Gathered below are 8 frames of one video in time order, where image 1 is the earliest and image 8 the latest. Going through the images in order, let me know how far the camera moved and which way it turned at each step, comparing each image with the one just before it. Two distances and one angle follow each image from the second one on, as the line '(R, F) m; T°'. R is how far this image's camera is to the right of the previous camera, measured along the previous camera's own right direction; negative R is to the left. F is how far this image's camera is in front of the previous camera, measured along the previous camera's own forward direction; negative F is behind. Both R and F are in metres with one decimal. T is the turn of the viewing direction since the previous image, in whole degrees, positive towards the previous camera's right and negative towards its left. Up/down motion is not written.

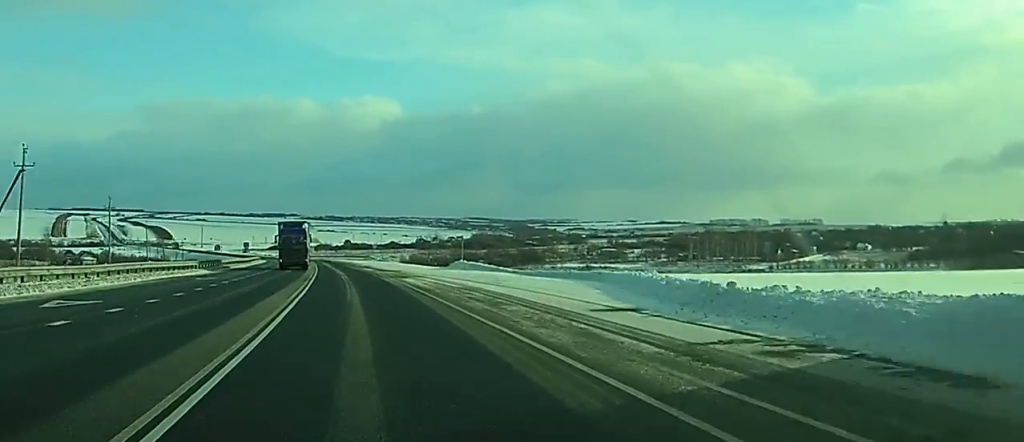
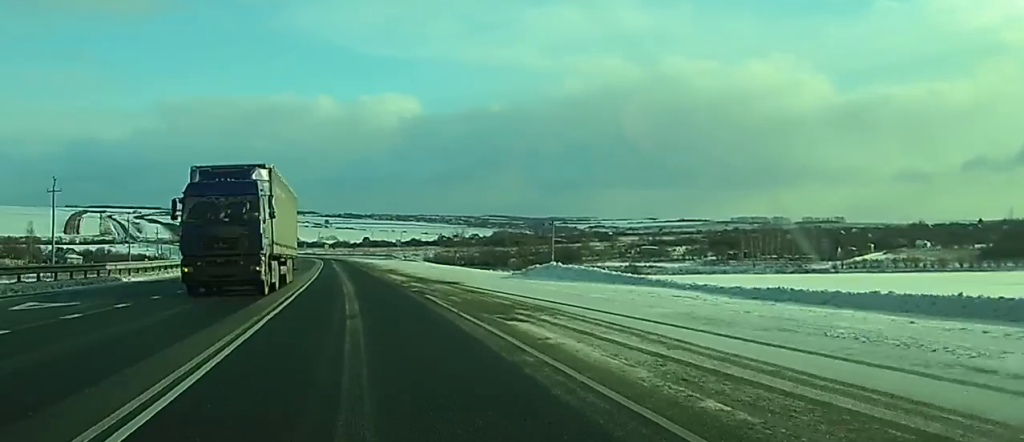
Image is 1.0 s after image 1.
(-0.3, +26.7) m; -1°
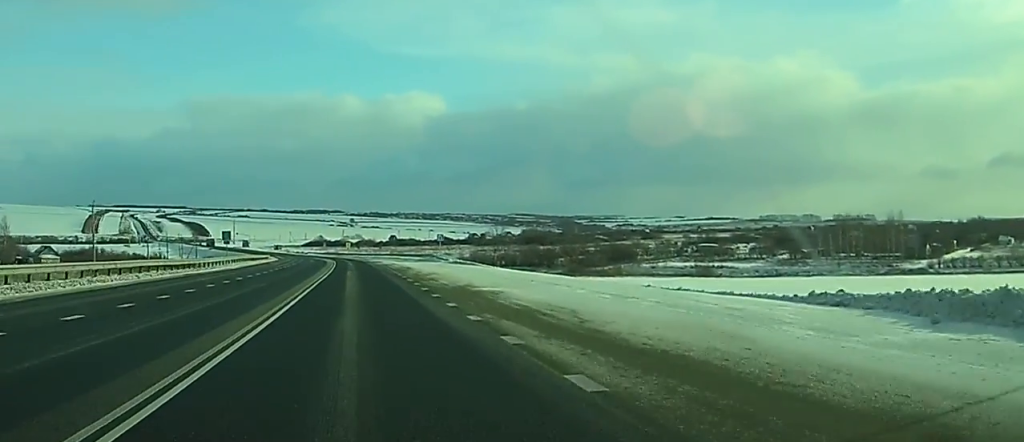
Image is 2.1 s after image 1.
(-0.3, +32.1) m; -1°
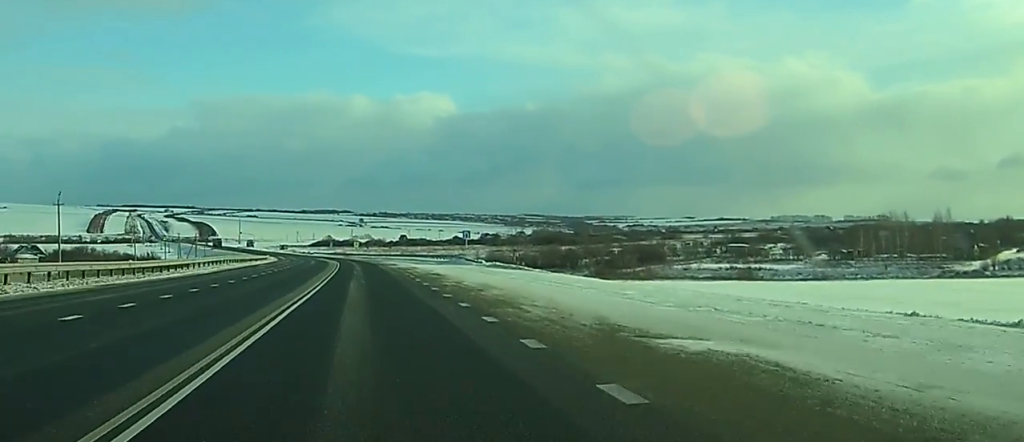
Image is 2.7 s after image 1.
(0.0, +16.5) m; -1°
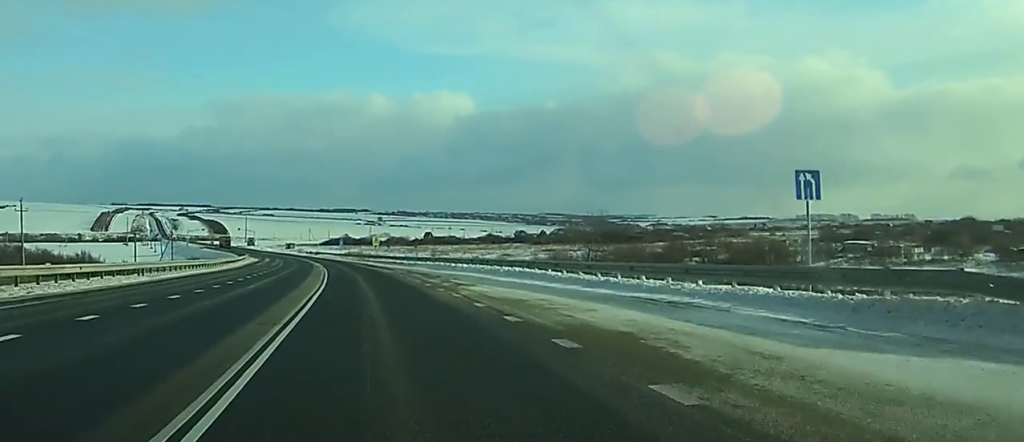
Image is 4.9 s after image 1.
(-1.2, +59.0) m; -2°
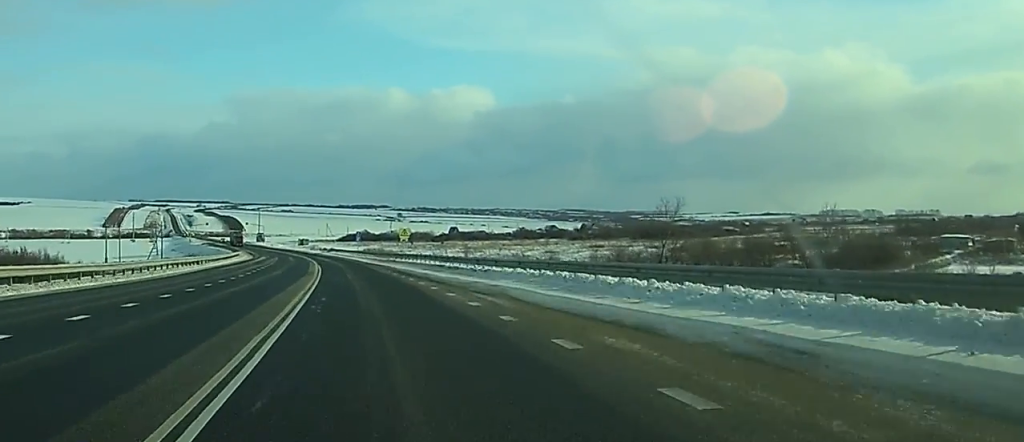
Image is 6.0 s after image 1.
(-0.3, +31.8) m; -1°
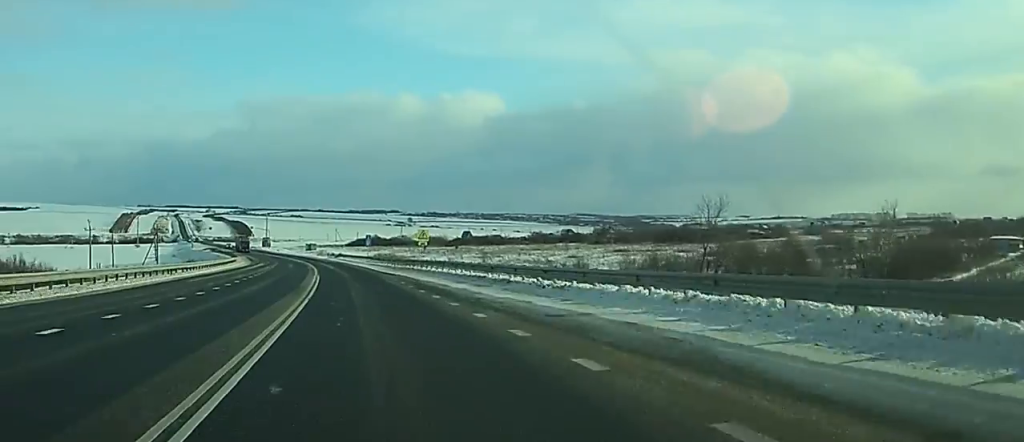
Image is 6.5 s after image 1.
(0.0, +13.2) m; -1°
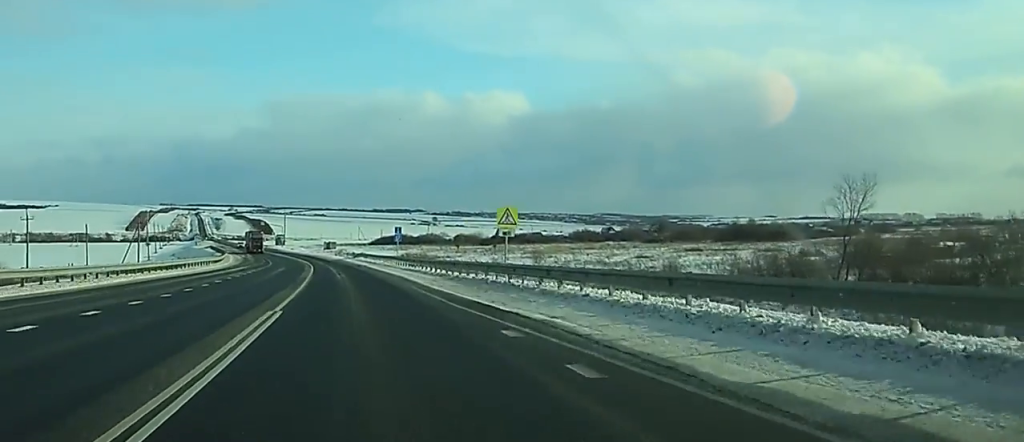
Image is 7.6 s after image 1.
(-0.5, +32.5) m; -2°
